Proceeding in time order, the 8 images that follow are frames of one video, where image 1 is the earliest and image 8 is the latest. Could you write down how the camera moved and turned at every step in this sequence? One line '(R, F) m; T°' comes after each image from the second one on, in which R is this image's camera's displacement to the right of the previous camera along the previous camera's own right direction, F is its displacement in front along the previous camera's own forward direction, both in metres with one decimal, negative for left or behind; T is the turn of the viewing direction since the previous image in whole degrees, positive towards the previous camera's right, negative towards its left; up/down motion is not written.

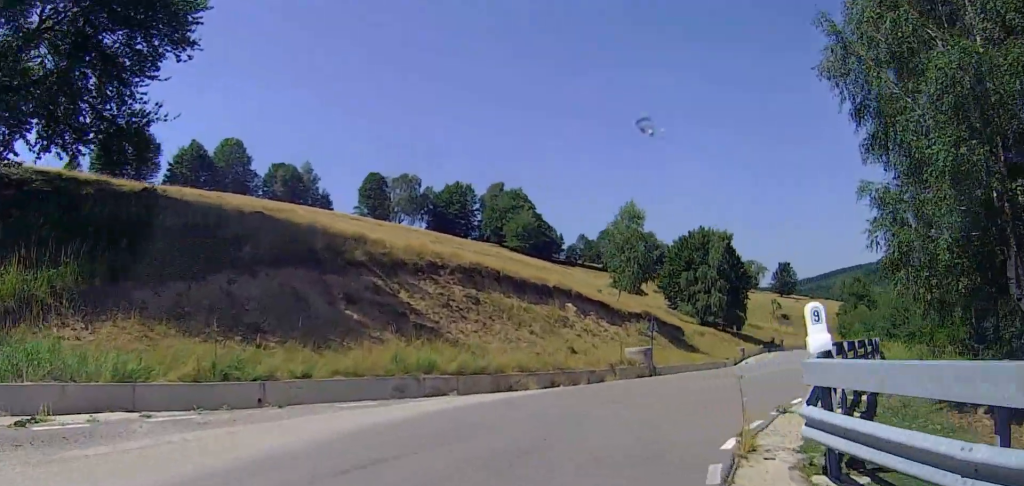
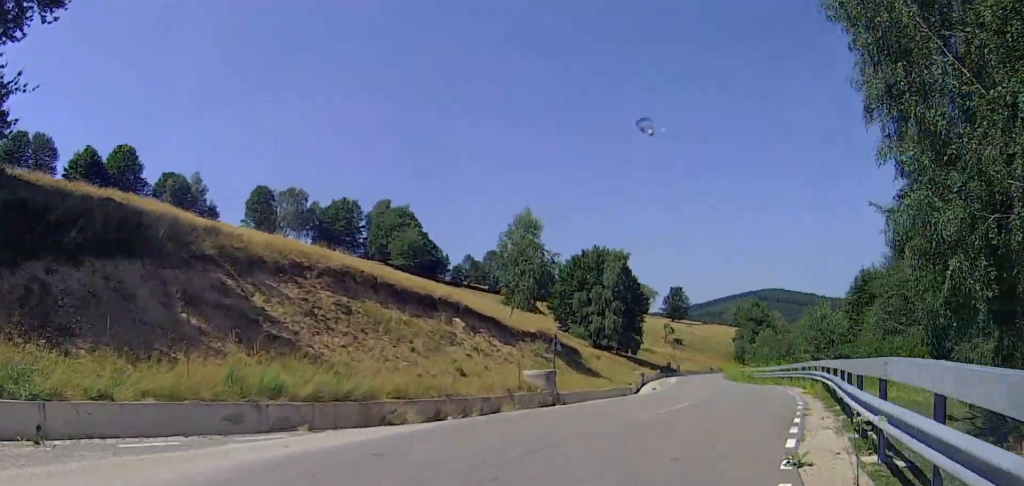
(+0.2, +4.8) m; +8°
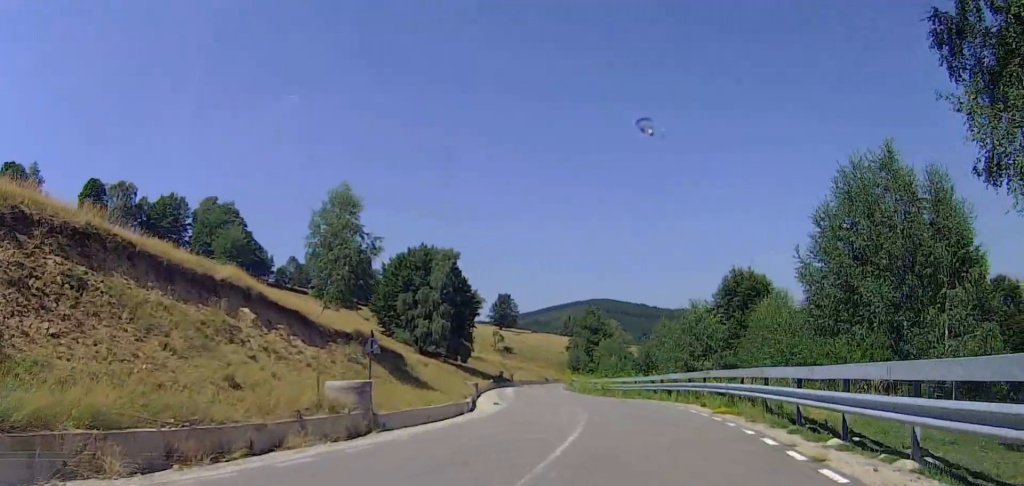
(+0.7, +7.4) m; +13°
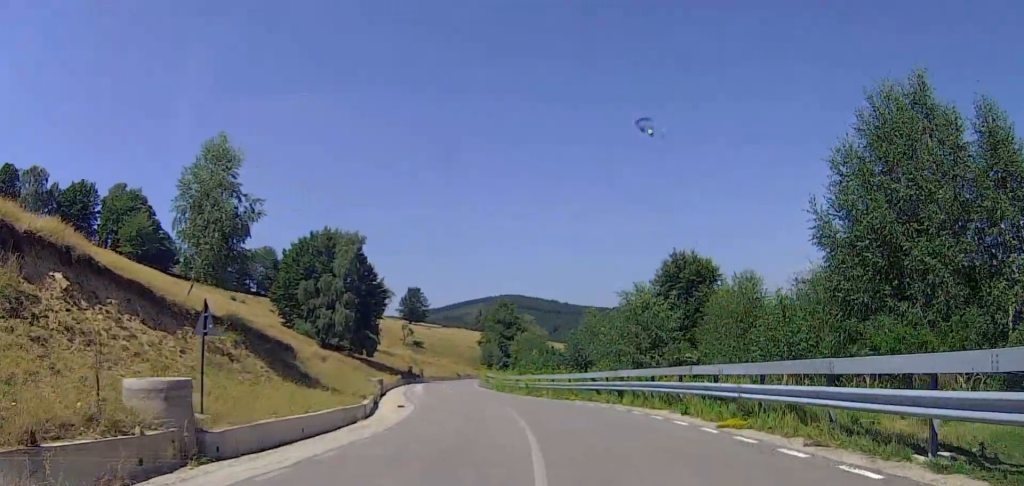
(+0.8, +6.5) m; +11°
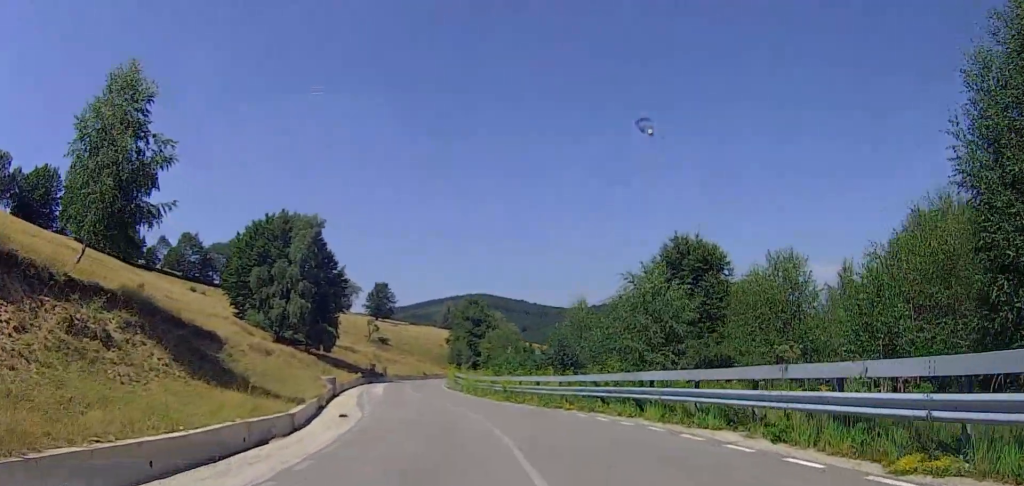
(+0.6, +6.9) m; +1°
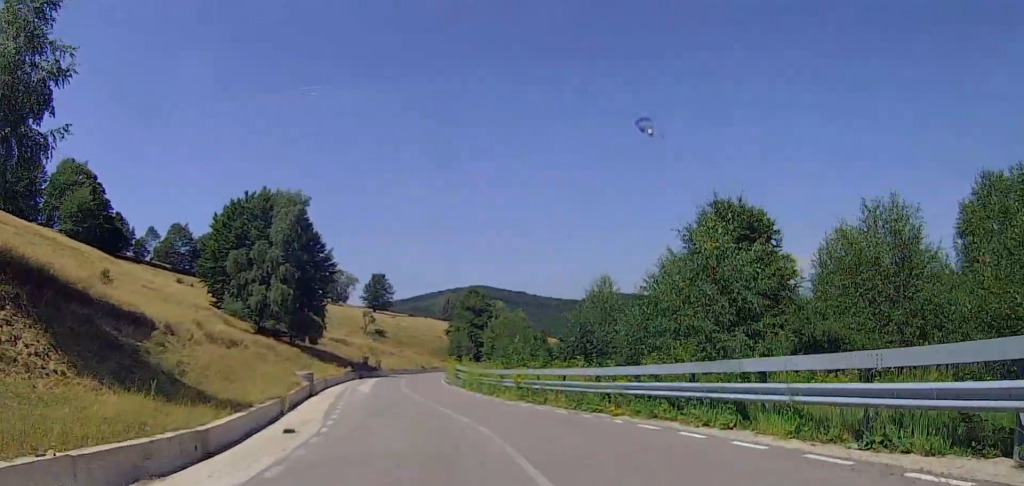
(+0.4, +6.6) m; -1°
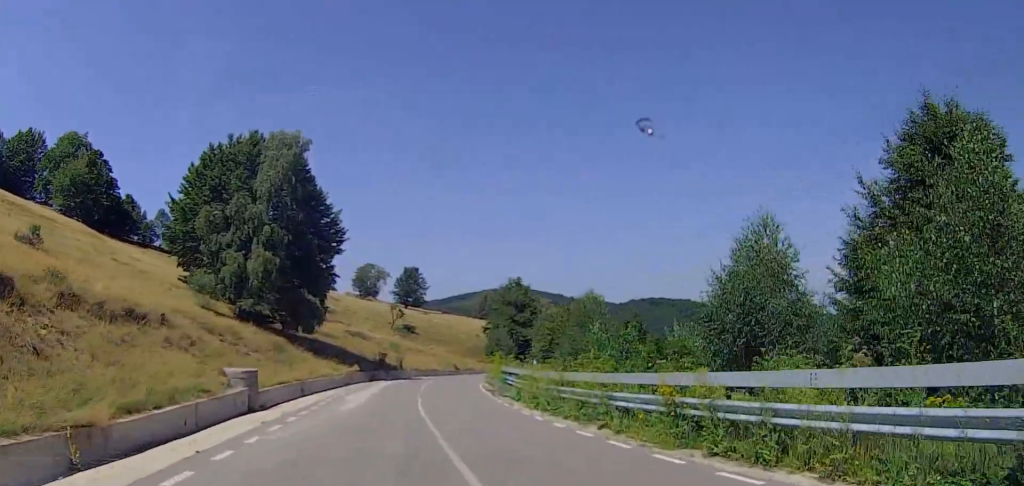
(-1.1, +14.9) m; -3°
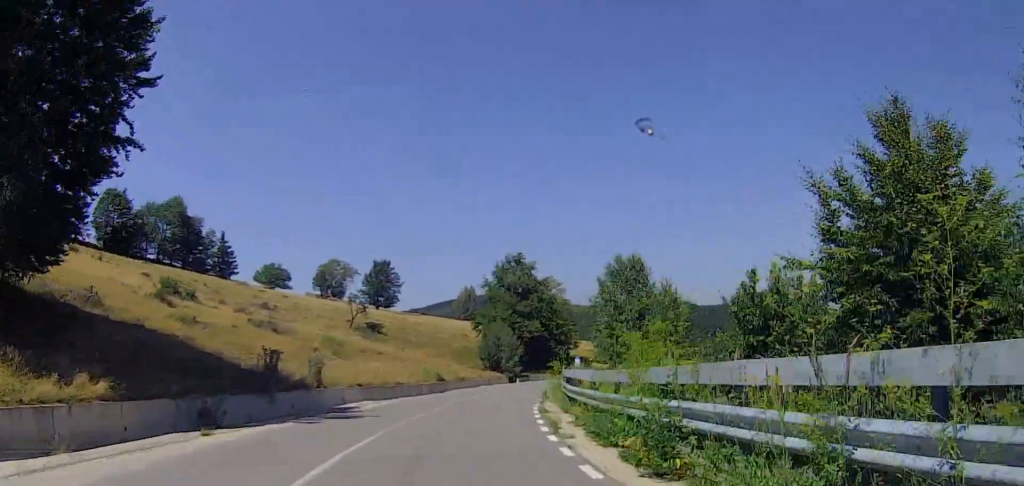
(+1.3, +32.2) m; +2°
